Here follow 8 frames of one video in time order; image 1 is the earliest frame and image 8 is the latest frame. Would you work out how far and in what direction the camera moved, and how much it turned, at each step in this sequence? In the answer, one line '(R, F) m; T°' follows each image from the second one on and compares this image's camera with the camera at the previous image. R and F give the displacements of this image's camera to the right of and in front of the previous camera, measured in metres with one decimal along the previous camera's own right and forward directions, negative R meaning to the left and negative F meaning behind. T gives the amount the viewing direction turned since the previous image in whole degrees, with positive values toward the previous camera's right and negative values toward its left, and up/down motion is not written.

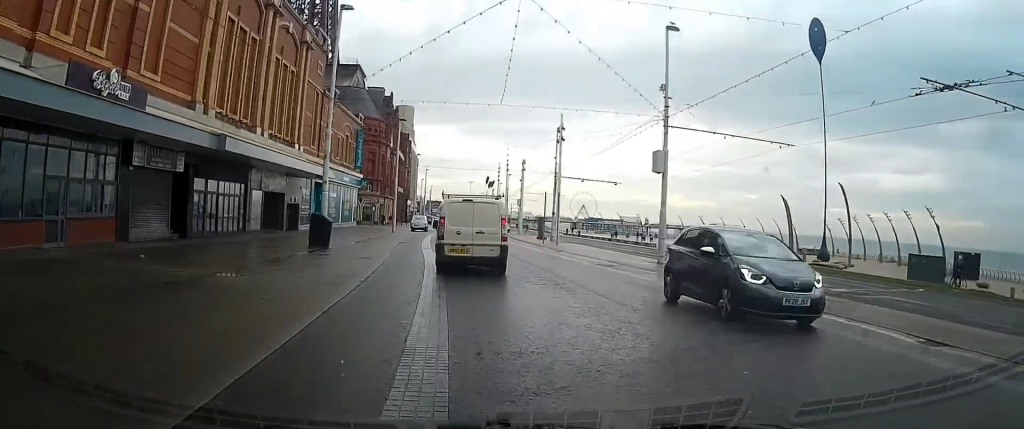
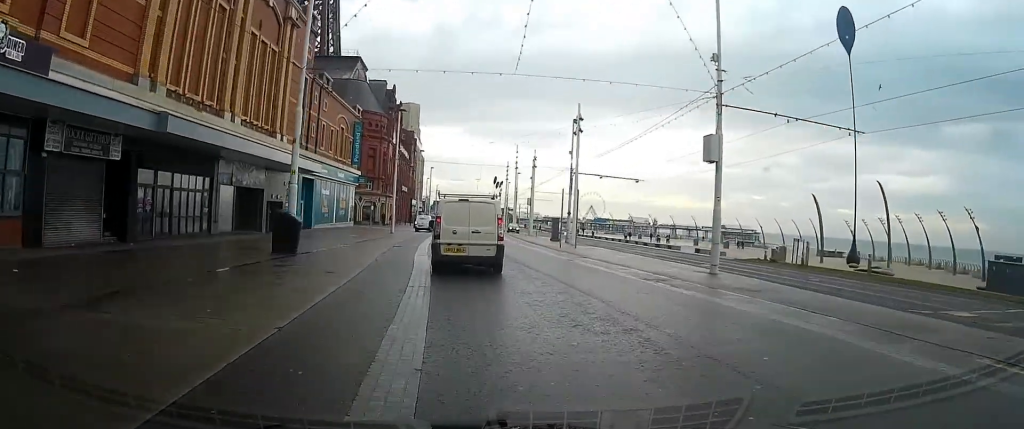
(-0.1, +6.1) m; -1°
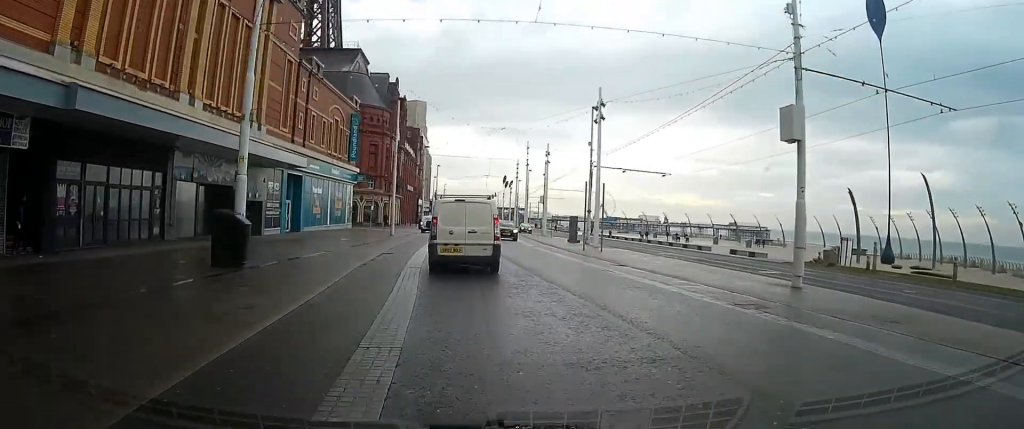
(0.0, +5.9) m; 0°
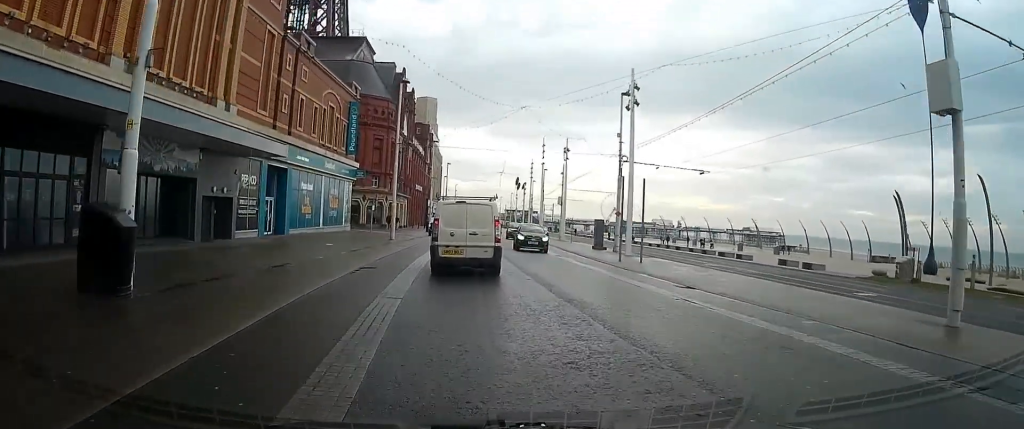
(0.0, +6.5) m; 0°
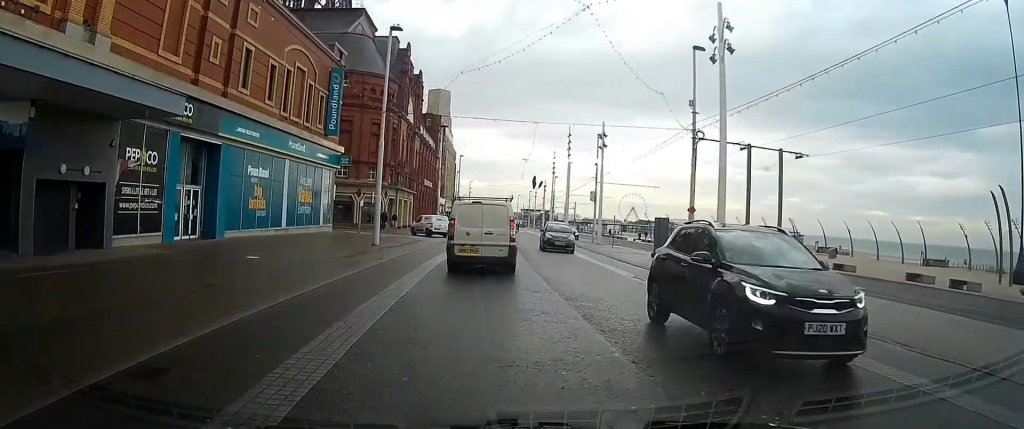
(+0.1, +13.1) m; +1°
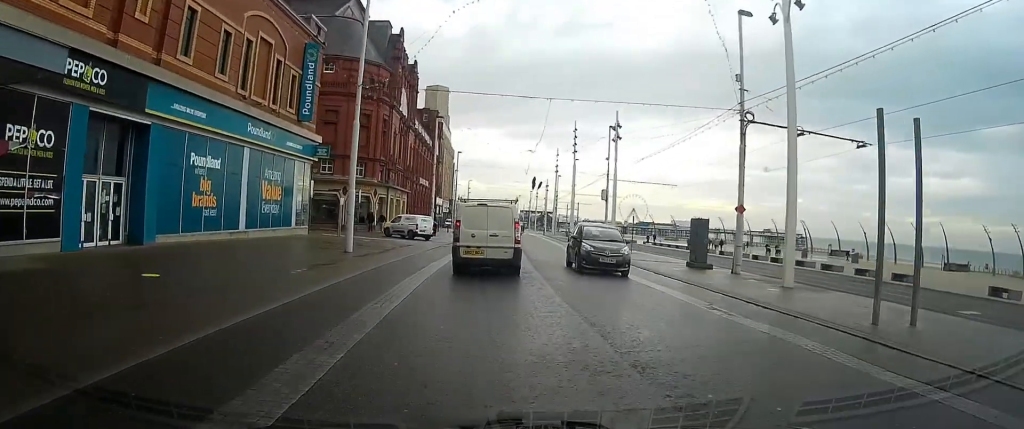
(0.0, +6.4) m; 0°
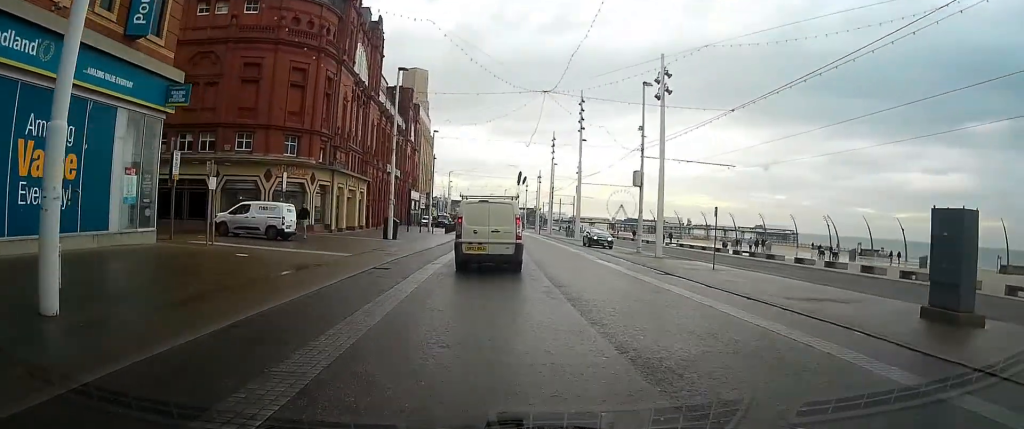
(-0.1, +17.8) m; 0°
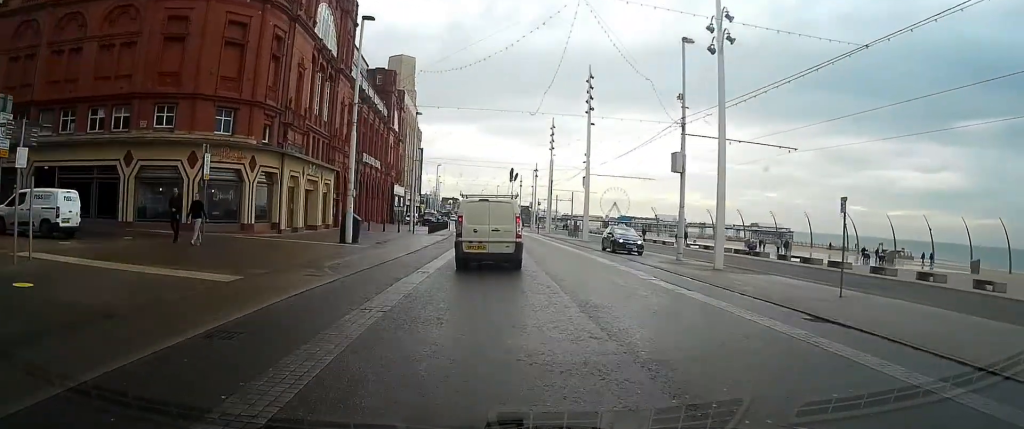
(+0.1, +10.4) m; -1°
